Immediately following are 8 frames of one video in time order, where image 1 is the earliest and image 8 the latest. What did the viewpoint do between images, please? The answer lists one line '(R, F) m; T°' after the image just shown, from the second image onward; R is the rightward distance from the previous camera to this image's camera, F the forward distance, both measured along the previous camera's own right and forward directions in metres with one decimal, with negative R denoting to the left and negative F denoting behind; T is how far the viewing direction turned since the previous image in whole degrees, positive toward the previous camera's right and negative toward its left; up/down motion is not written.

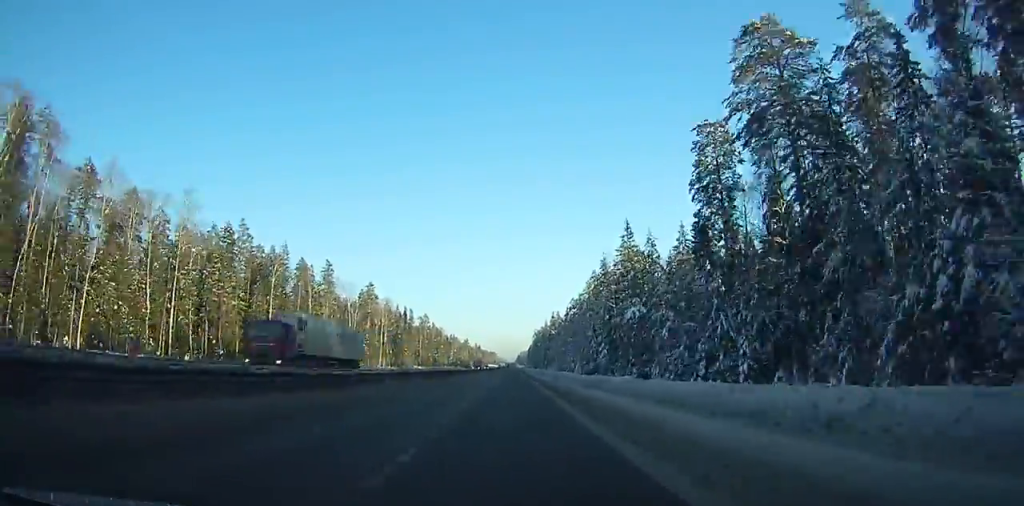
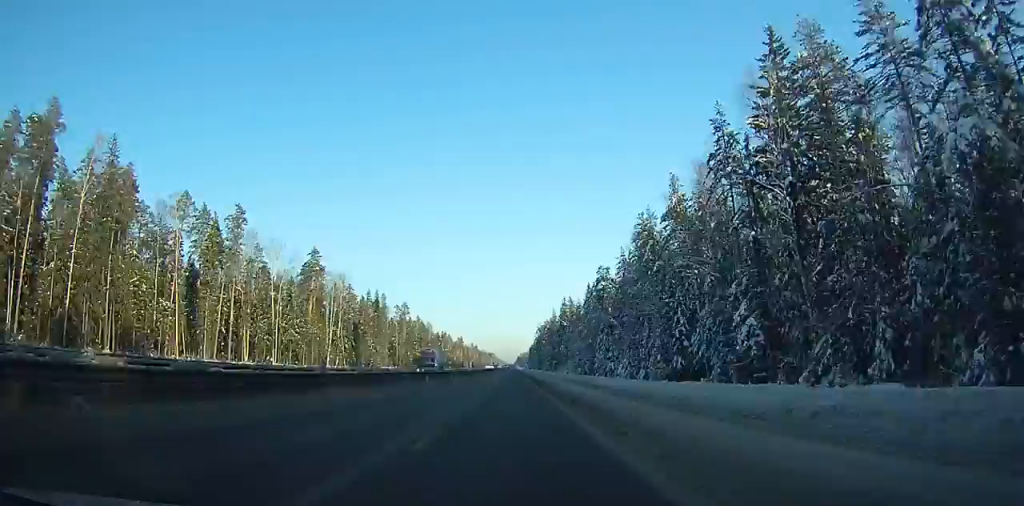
(+0.2, +70.5) m; 0°
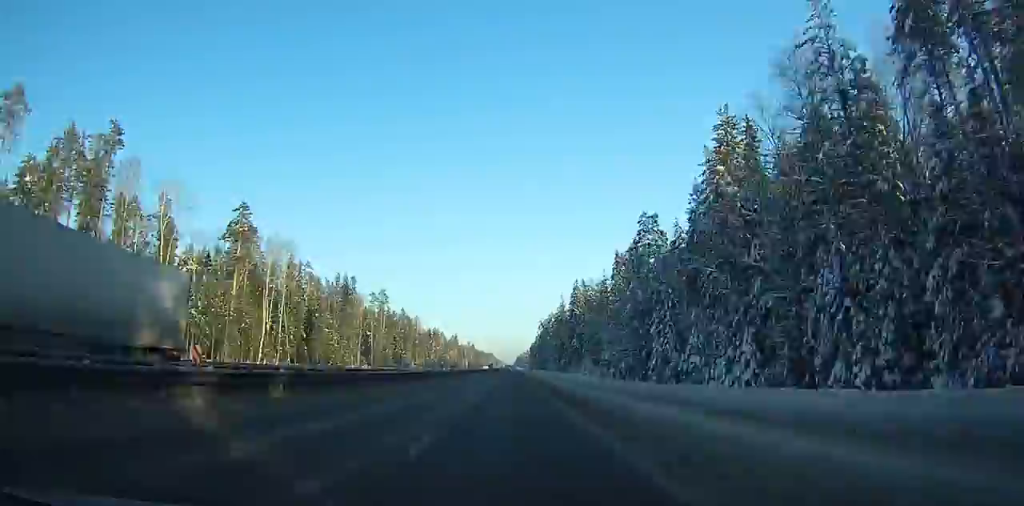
(+0.2, +50.0) m; 0°
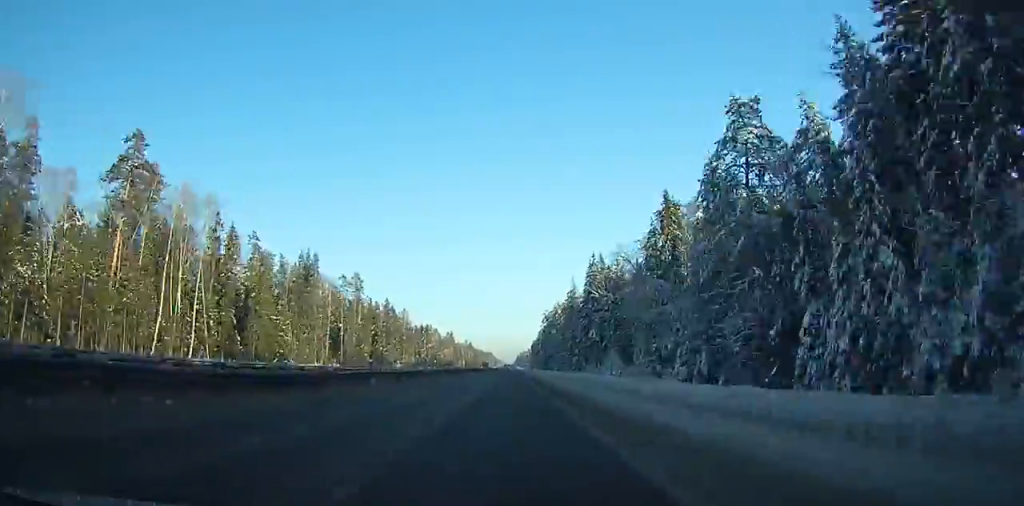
(-0.3, +41.0) m; 0°
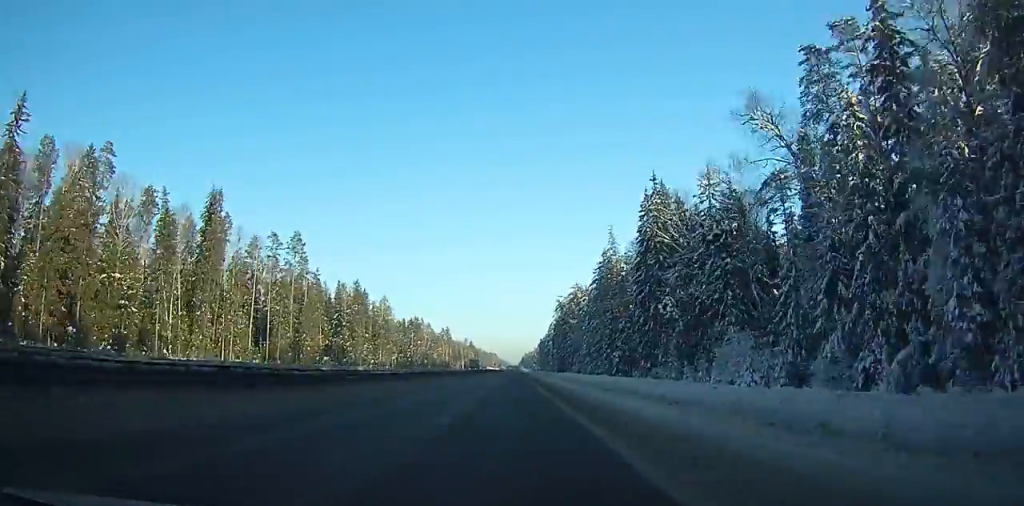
(-0.2, +61.7) m; 0°
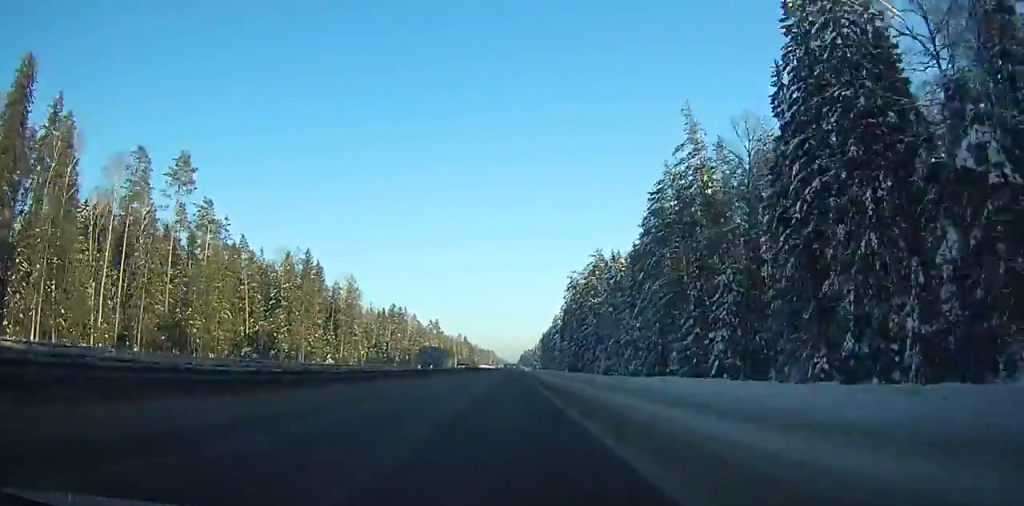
(-0.1, +53.1) m; 0°
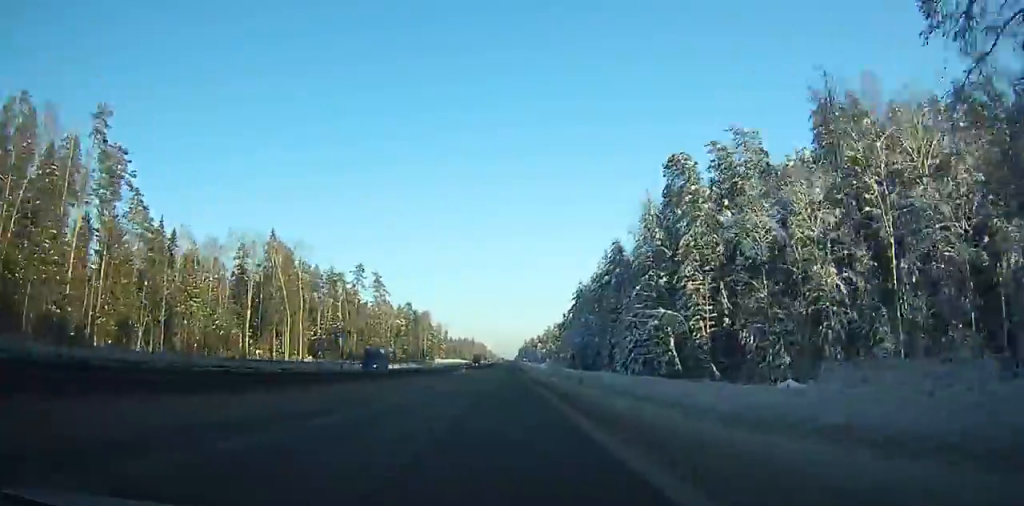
(+3.2, +359.6) m; +1°
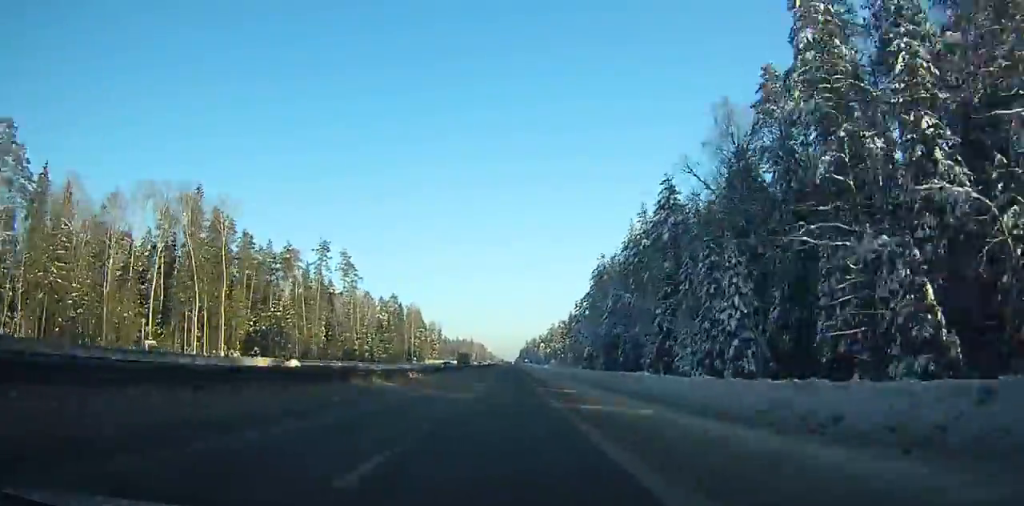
(0.0, +39.4) m; 0°
